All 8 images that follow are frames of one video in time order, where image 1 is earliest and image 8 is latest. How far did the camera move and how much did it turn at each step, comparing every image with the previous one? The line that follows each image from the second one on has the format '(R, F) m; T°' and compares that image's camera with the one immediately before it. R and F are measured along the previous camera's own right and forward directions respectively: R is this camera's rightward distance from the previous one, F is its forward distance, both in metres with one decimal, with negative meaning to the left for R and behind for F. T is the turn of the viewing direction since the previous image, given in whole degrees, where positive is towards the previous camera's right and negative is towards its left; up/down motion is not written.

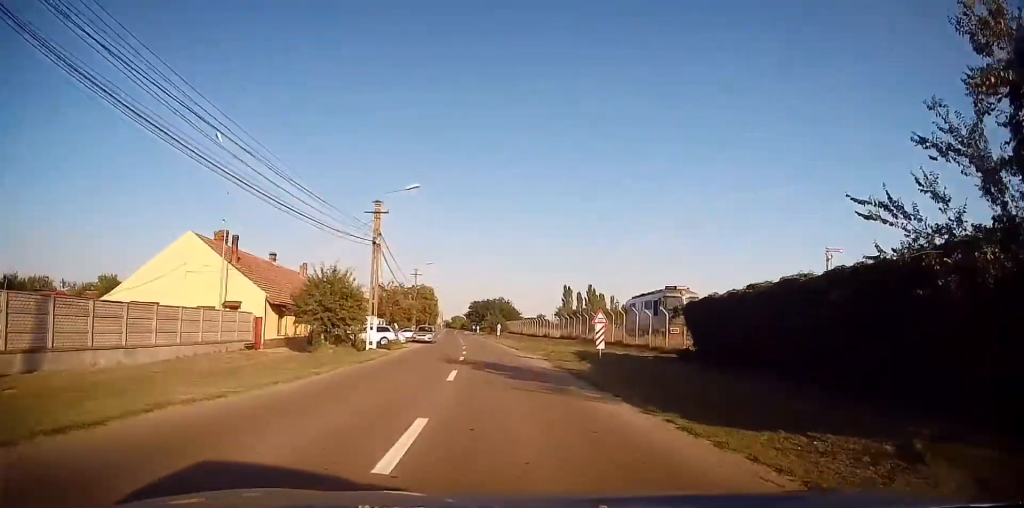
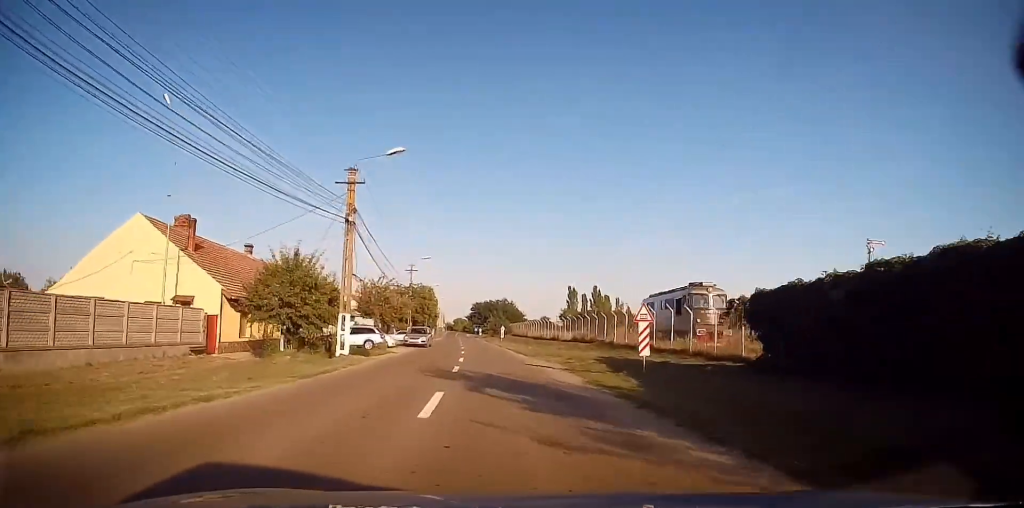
(0.0, +5.9) m; 0°
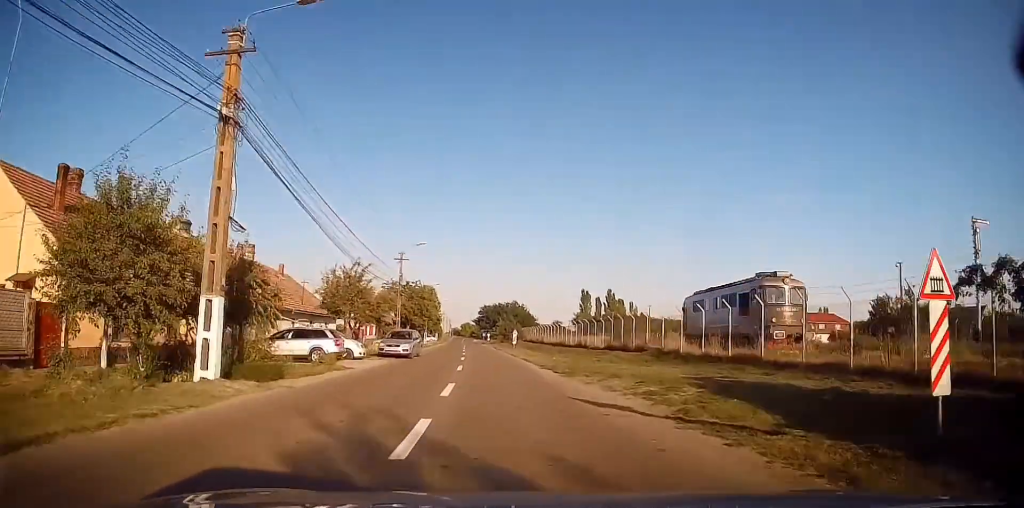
(0.0, +11.1) m; -1°
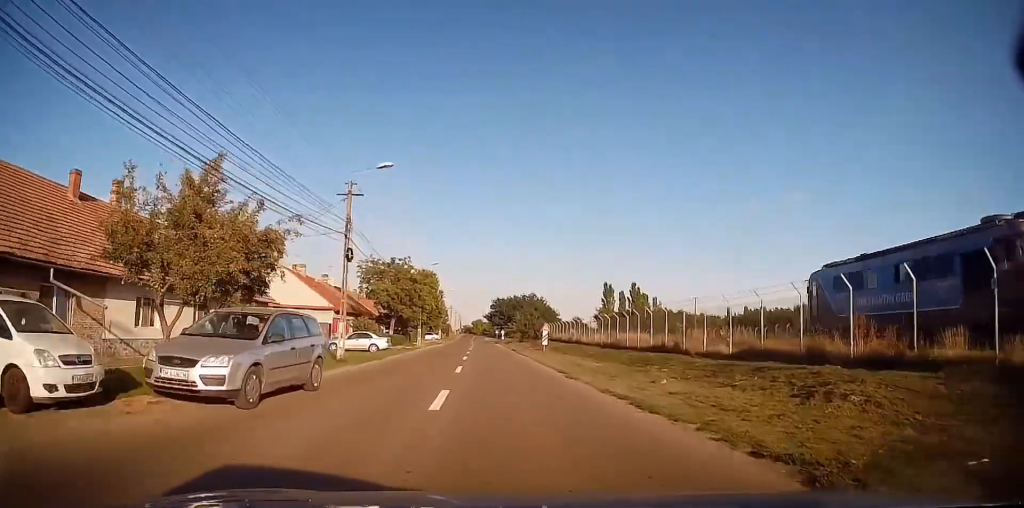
(-0.2, +19.4) m; -1°
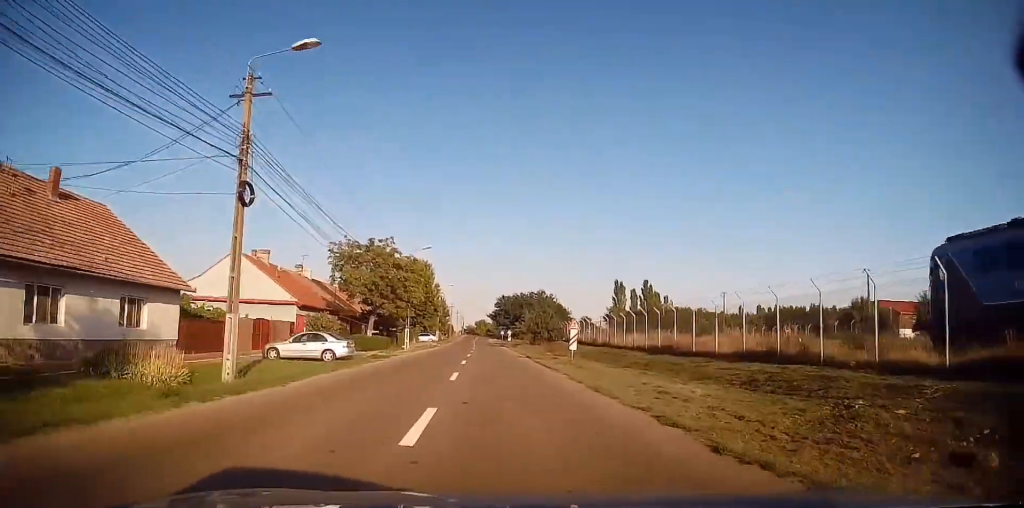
(0.0, +11.1) m; 0°
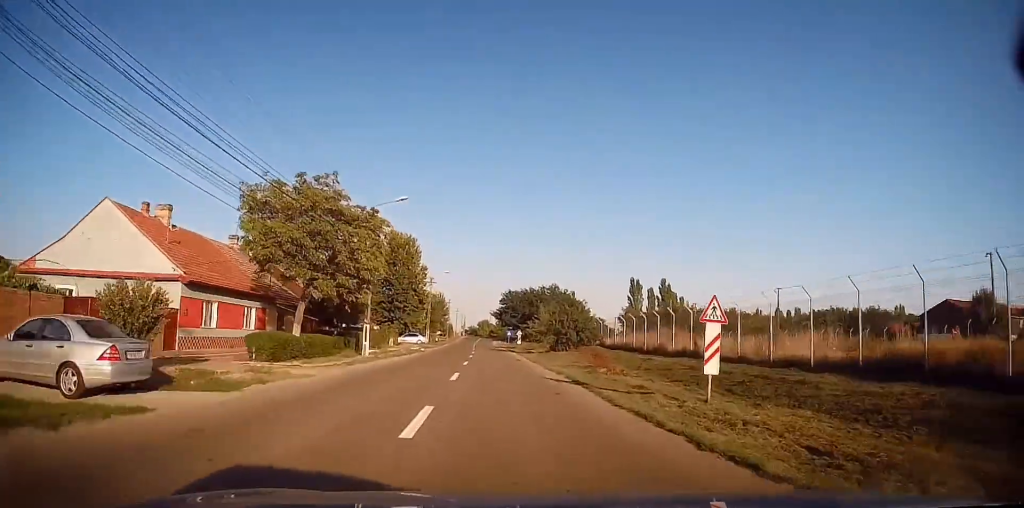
(0.0, +17.2) m; -1°
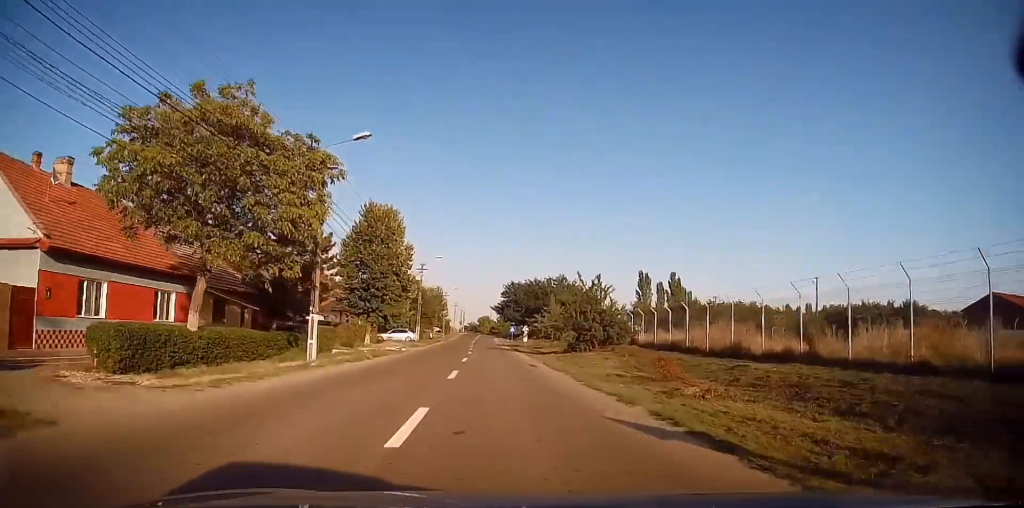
(+0.1, +9.7) m; -1°
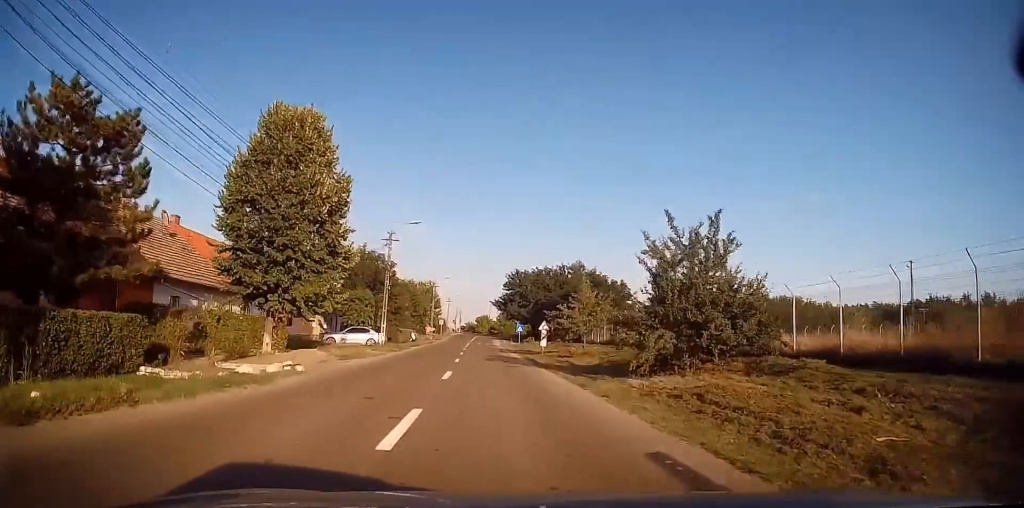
(-0.5, +17.6) m; 0°
